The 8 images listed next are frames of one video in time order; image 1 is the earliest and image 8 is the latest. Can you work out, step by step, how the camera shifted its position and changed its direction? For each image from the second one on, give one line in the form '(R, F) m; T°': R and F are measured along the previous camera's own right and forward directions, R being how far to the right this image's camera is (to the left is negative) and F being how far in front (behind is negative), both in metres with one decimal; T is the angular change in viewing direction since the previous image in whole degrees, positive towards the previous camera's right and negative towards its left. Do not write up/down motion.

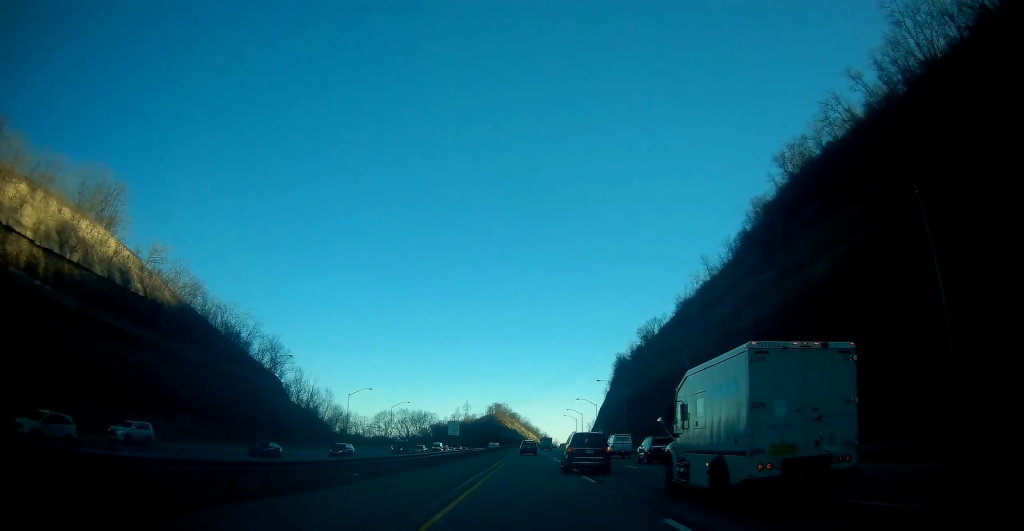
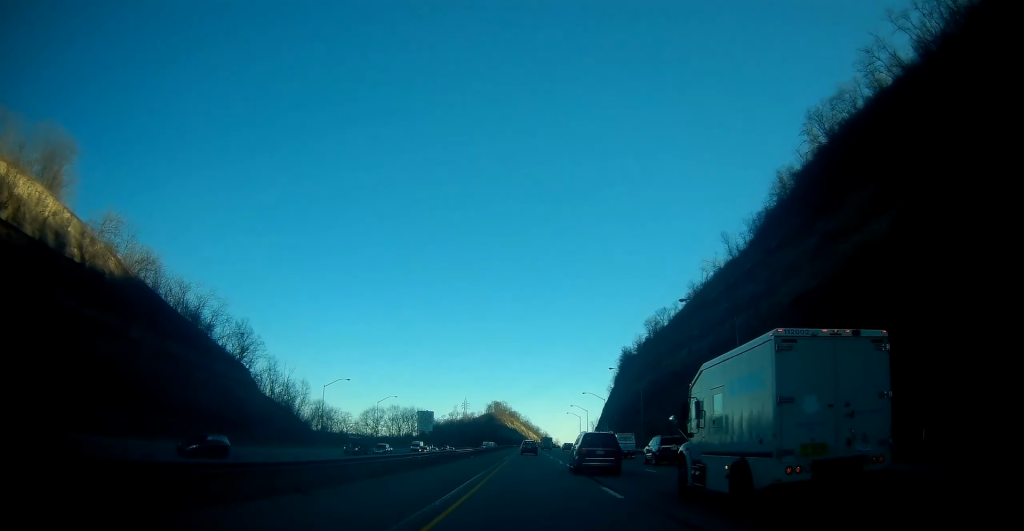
(0.0, +16.8) m; 0°
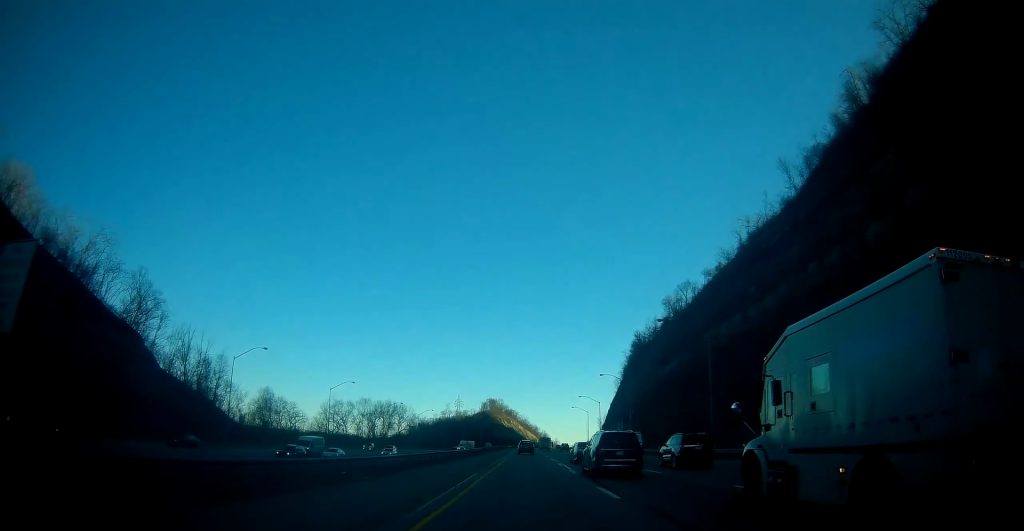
(0.0, +37.4) m; -1°
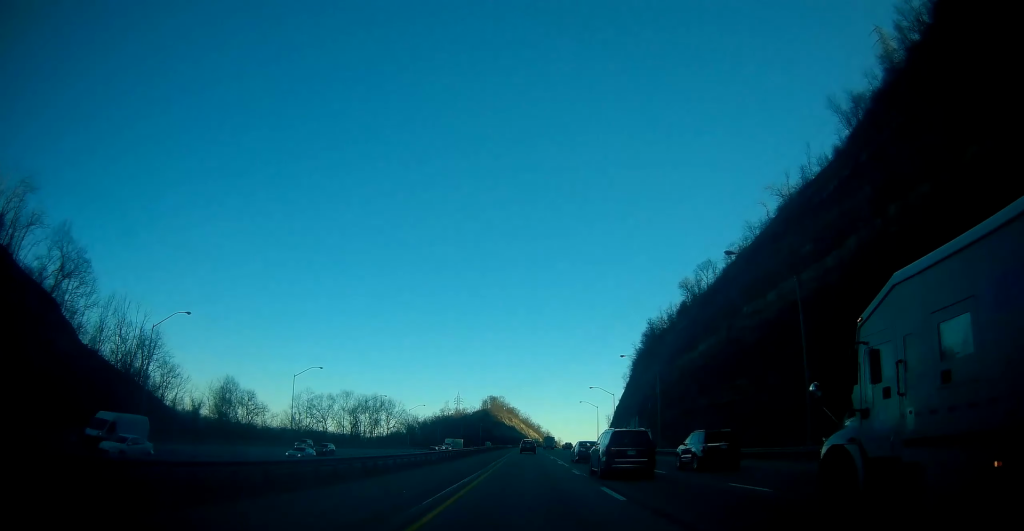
(-0.1, +20.7) m; 0°
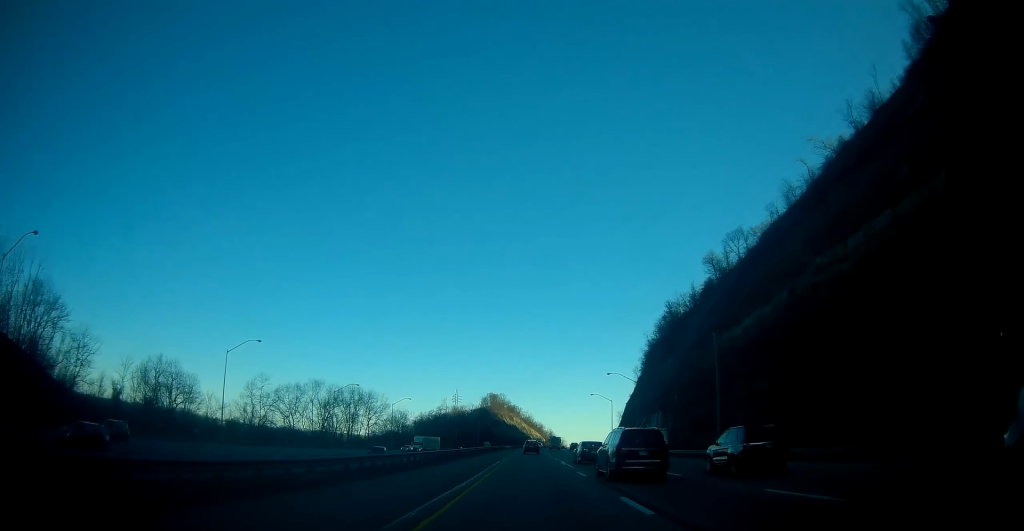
(+0.1, +25.2) m; 0°
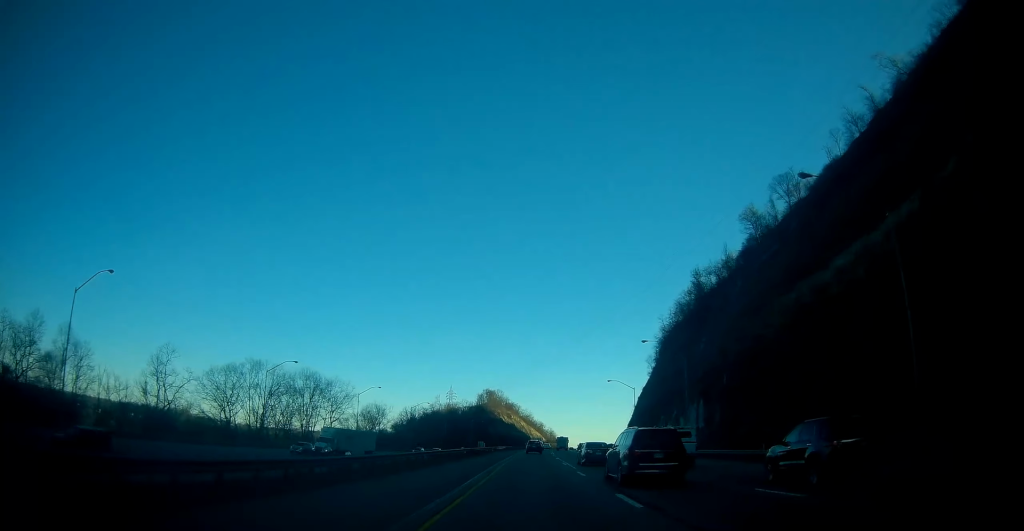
(-0.1, +32.2) m; 0°
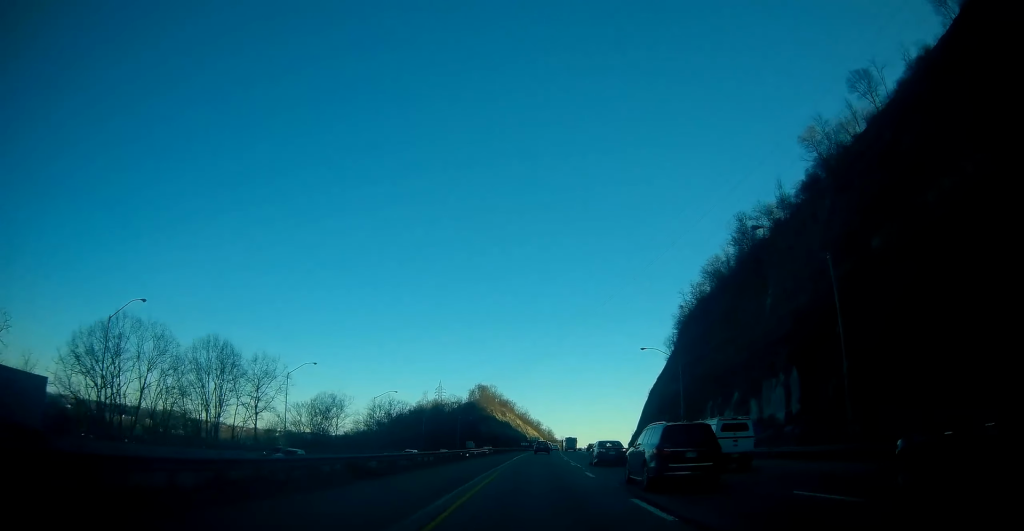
(+0.2, +38.2) m; 0°
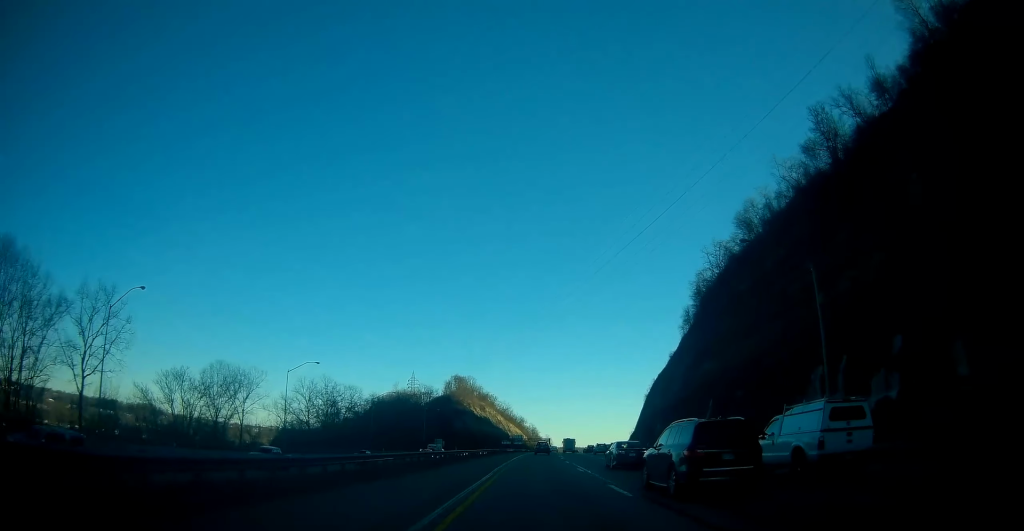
(+0.3, +43.0) m; +1°
